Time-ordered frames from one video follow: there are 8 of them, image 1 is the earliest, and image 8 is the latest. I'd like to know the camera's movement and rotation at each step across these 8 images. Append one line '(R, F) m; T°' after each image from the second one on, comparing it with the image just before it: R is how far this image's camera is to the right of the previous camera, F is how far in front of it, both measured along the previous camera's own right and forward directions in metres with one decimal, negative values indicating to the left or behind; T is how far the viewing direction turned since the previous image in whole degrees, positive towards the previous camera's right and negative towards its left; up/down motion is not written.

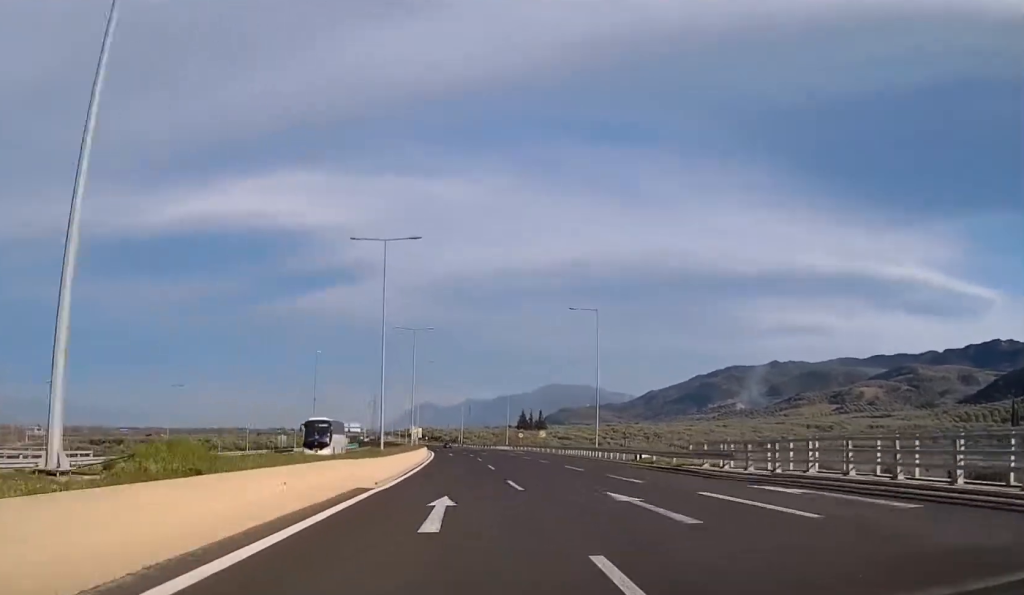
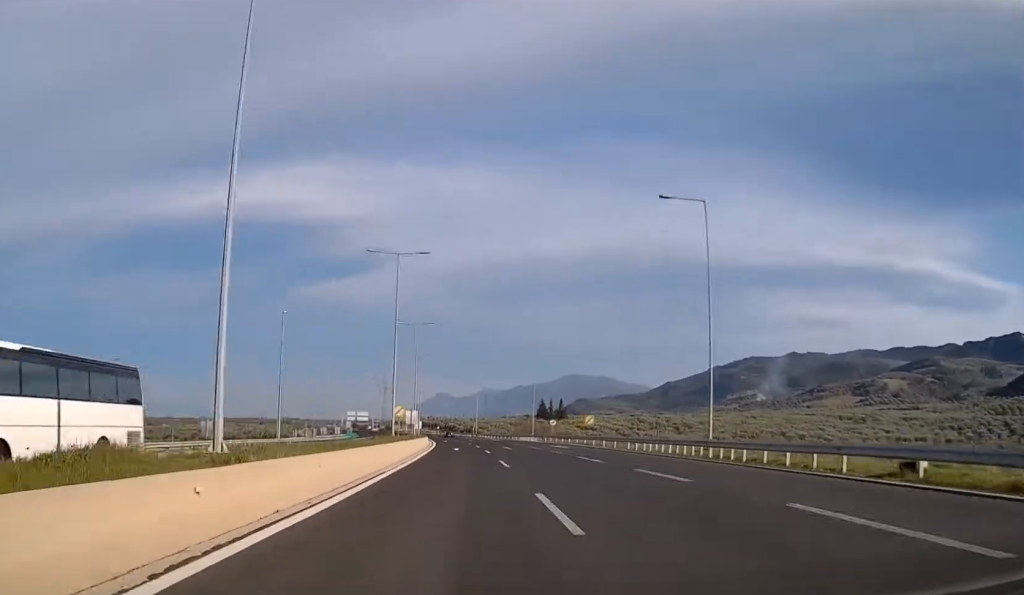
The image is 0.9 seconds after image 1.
(-0.4, +28.0) m; -1°
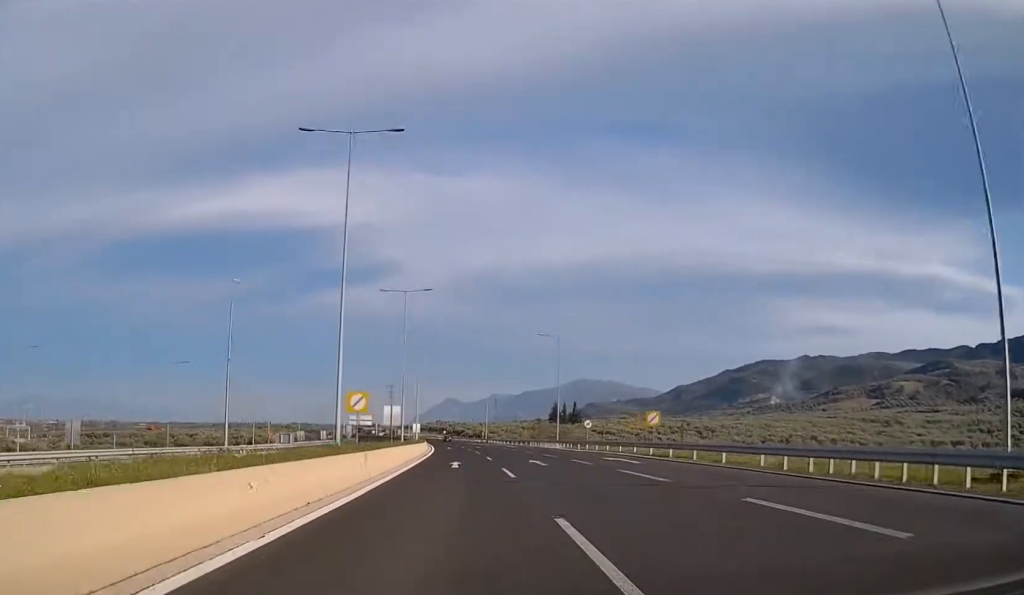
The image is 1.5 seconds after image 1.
(-0.2, +21.6) m; -1°
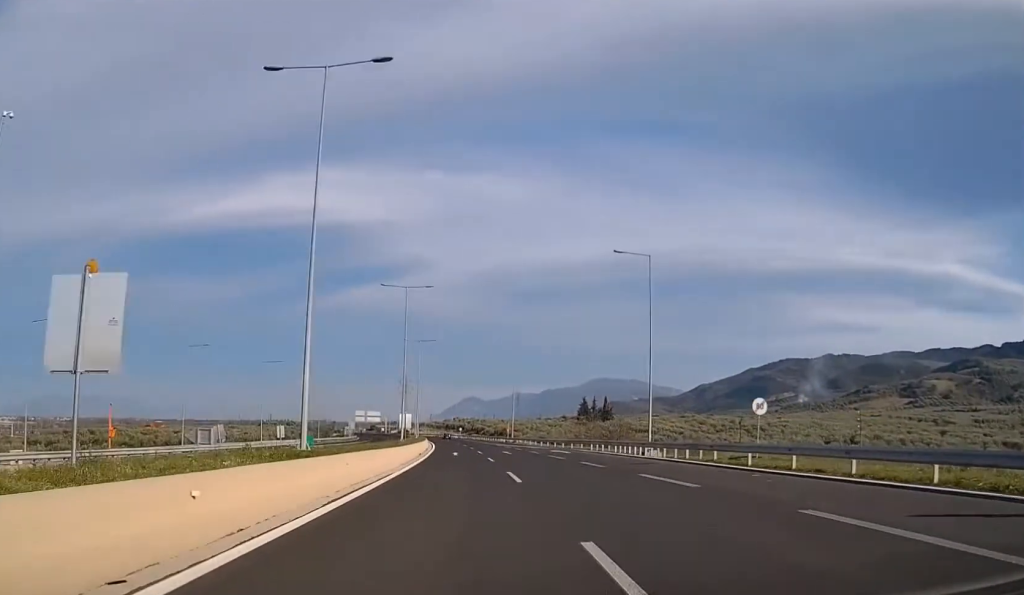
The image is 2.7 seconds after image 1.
(-0.5, +37.8) m; -1°
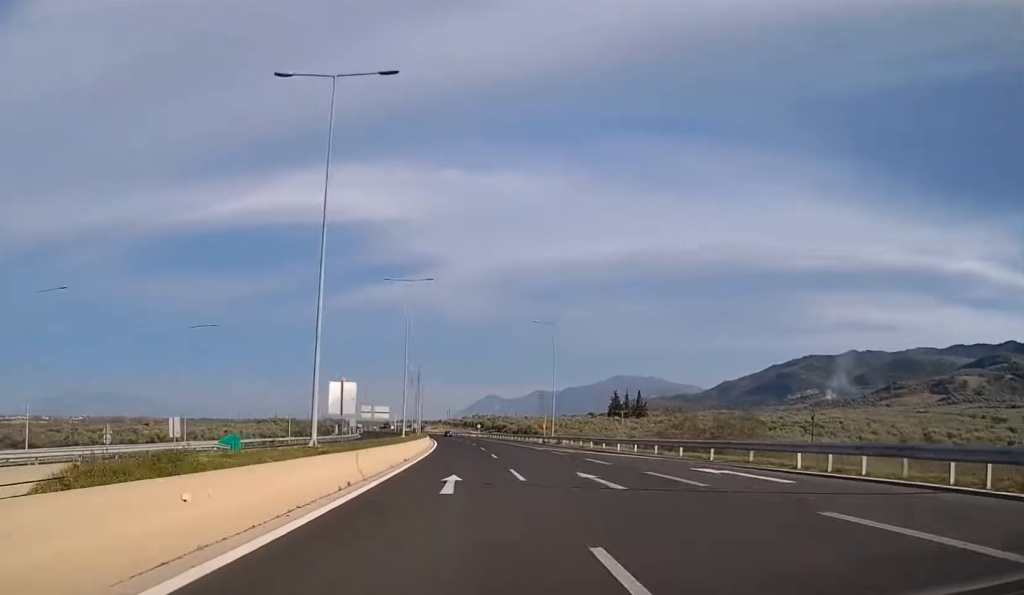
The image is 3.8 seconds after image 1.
(-0.3, +36.8) m; -1°
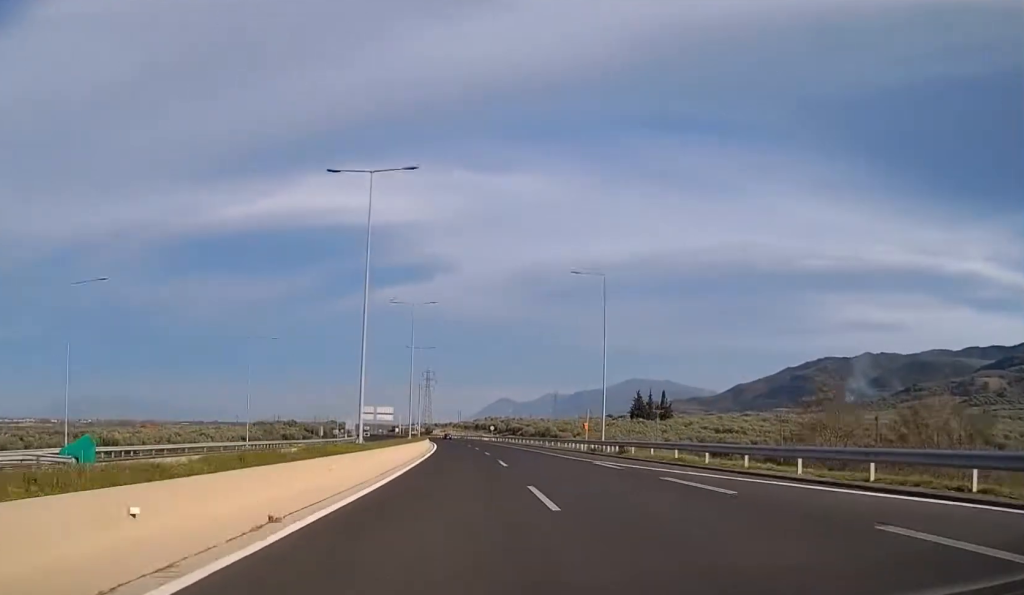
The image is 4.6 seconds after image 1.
(-0.3, +25.0) m; -1°
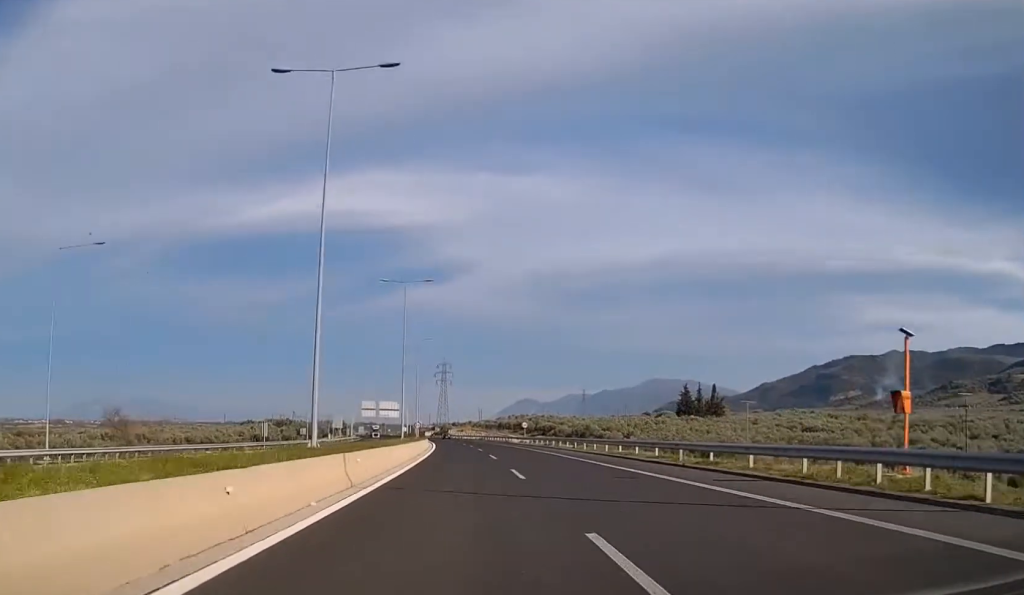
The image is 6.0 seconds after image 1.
(-0.6, +45.7) m; -2°
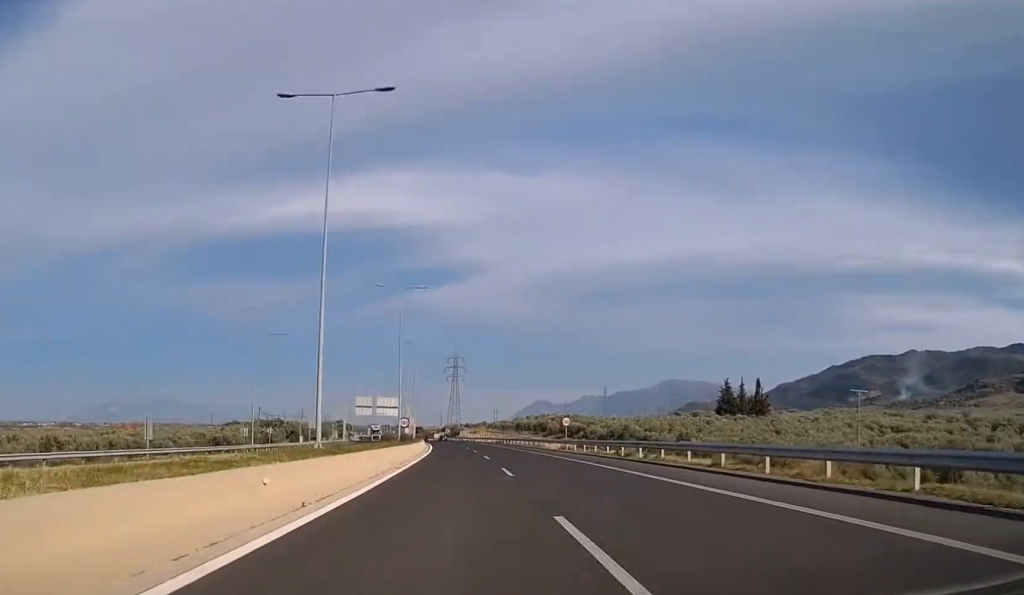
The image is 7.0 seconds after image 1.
(-0.5, +33.7) m; -1°
